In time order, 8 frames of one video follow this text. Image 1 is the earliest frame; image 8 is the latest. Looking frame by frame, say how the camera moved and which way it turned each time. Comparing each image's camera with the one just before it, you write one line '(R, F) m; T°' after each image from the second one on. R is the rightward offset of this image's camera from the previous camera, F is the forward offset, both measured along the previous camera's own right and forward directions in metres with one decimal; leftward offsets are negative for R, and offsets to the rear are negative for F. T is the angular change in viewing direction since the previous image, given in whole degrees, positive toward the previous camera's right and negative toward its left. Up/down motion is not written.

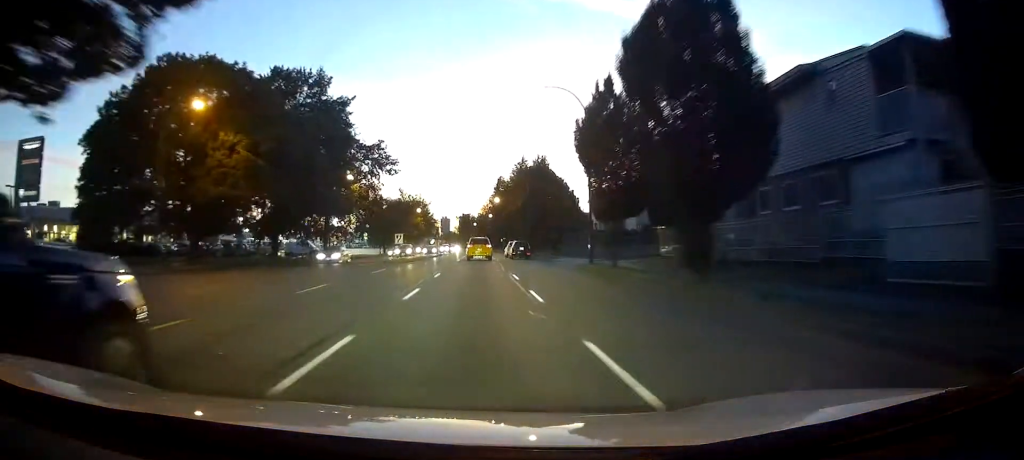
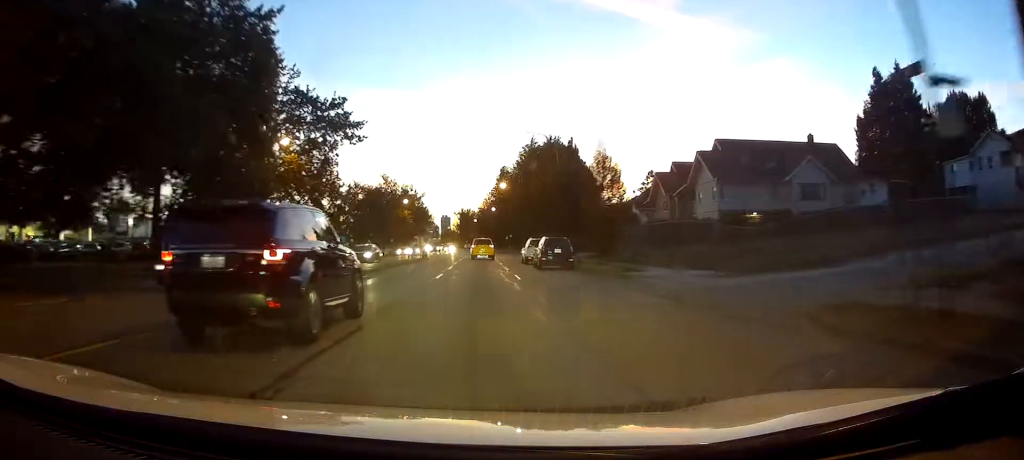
(0.0, +25.0) m; 0°
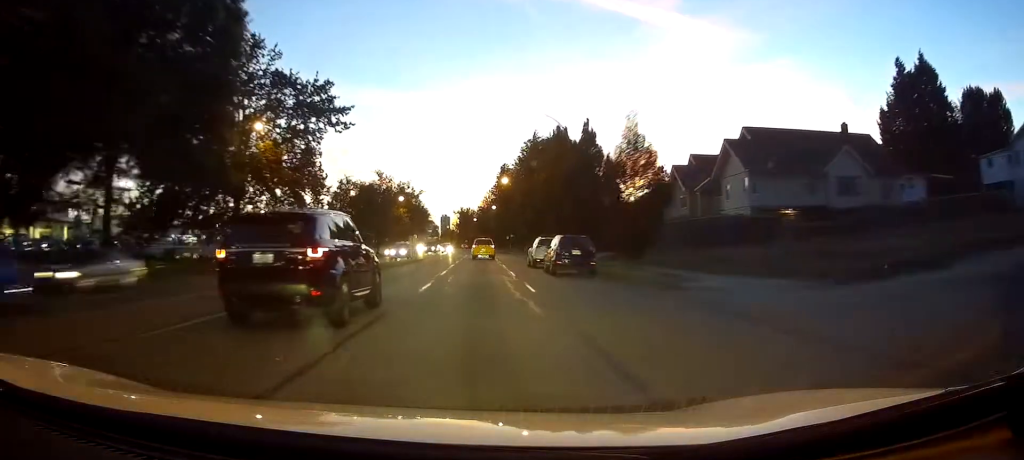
(0.0, +5.9) m; 0°
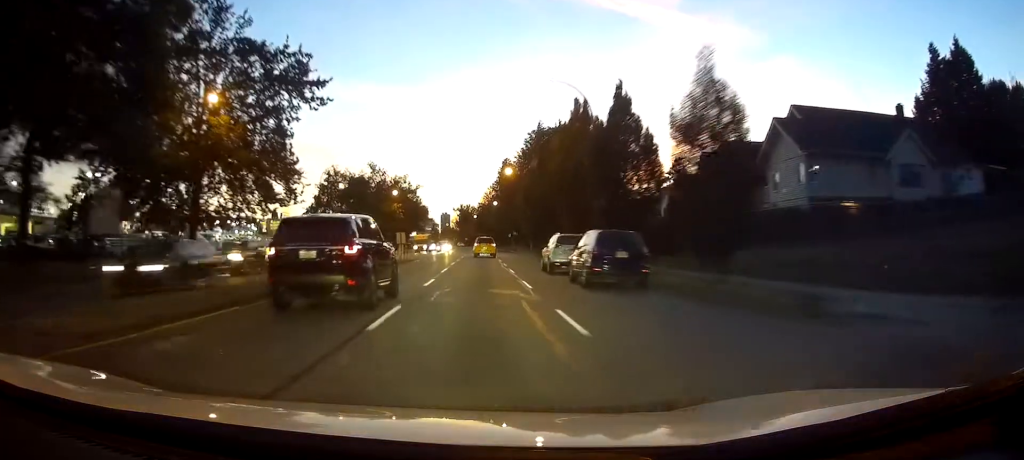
(0.0, +8.0) m; 0°
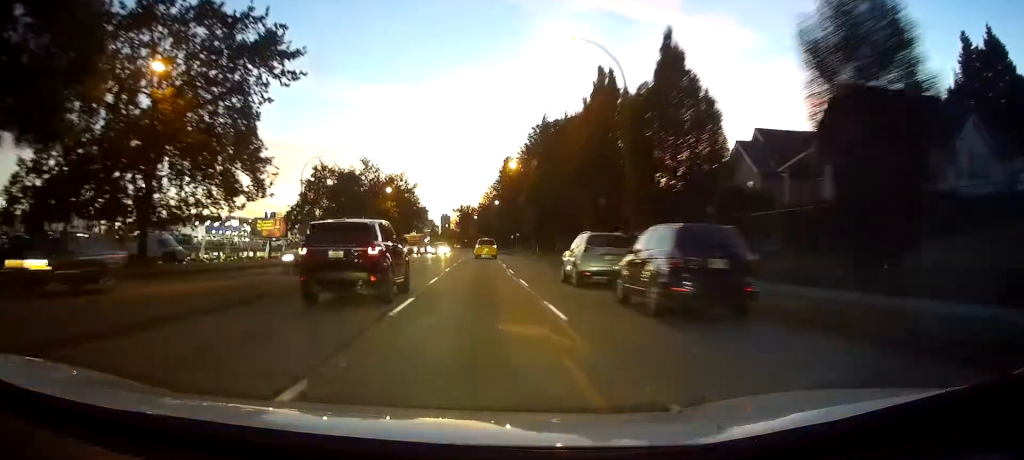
(0.0, +7.1) m; 0°
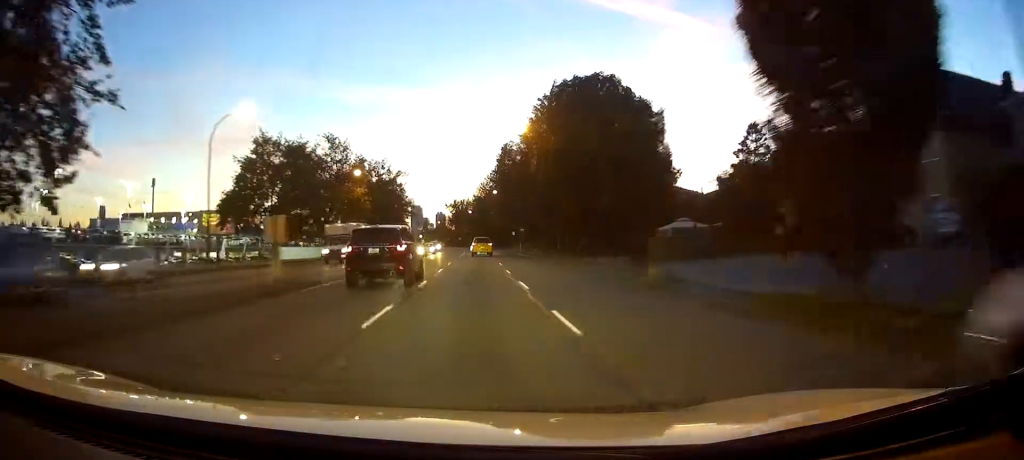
(+0.2, +19.8) m; 0°
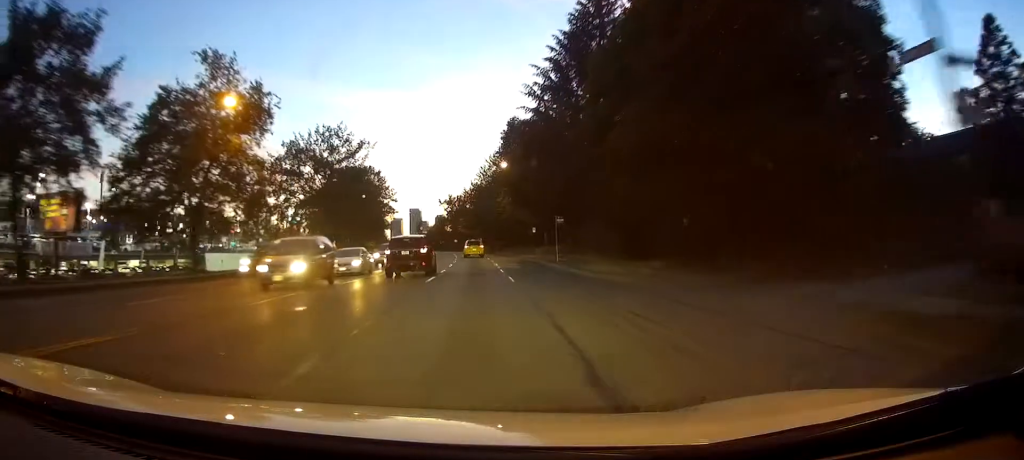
(-0.6, +36.3) m; -1°
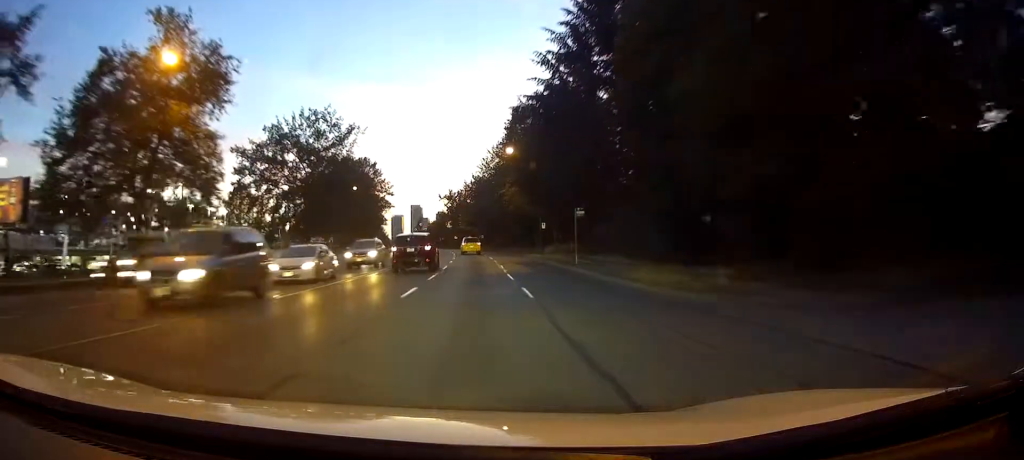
(+0.2, +7.8) m; 0°
